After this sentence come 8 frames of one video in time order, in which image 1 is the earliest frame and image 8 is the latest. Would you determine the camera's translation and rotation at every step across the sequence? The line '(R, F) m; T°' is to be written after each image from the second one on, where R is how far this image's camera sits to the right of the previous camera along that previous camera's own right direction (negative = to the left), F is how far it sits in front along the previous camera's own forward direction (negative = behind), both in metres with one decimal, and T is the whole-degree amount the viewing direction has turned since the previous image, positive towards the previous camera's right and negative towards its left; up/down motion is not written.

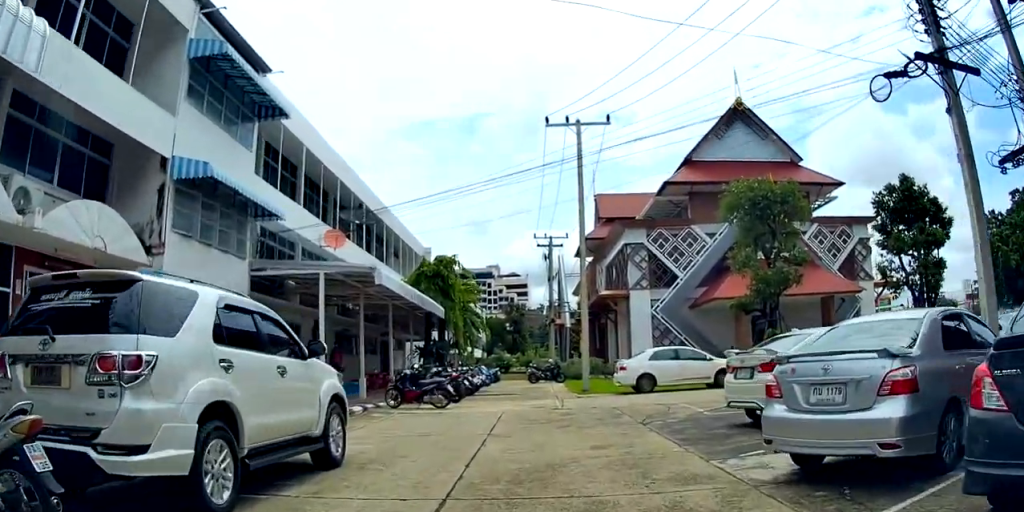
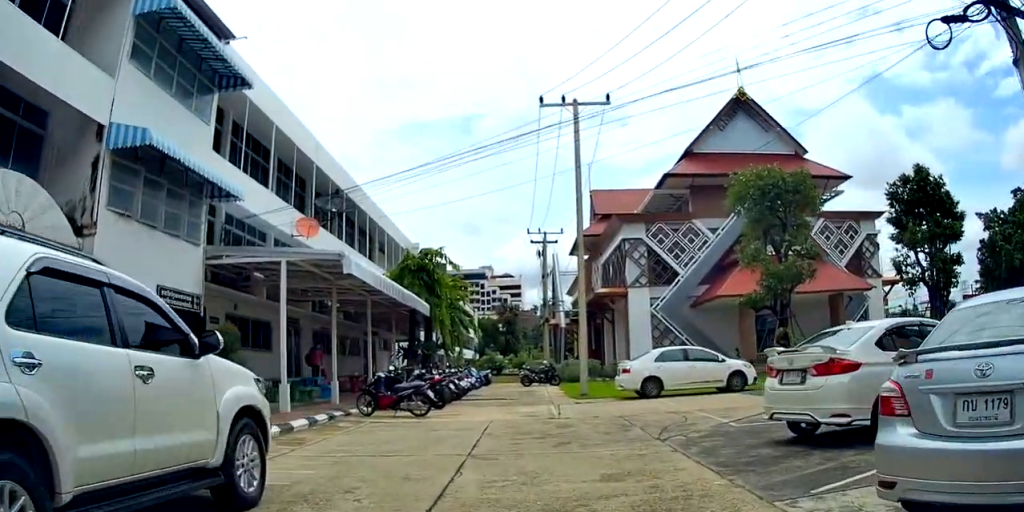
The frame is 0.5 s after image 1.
(-0.2, +1.8) m; -2°
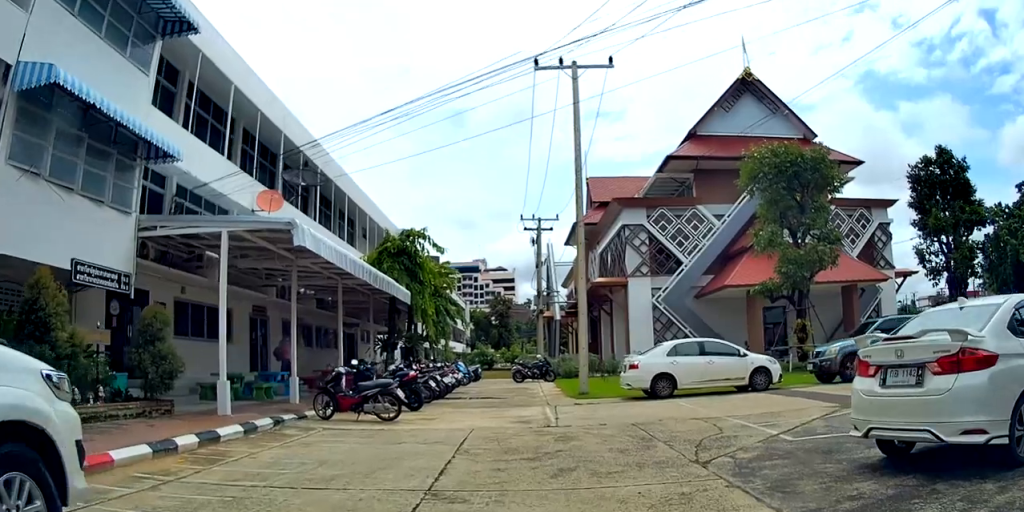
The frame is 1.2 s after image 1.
(-0.1, +2.3) m; -1°
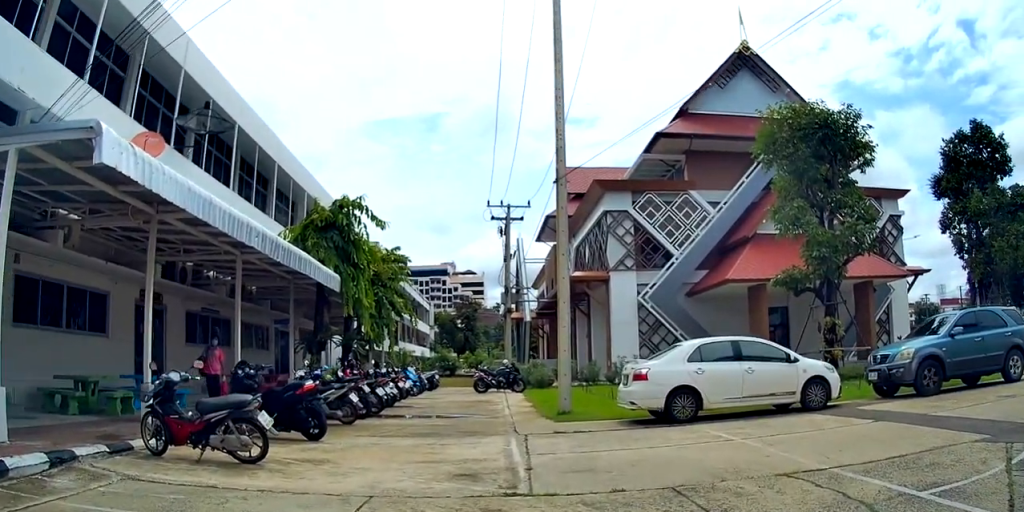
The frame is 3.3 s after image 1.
(+0.4, +4.8) m; +13°
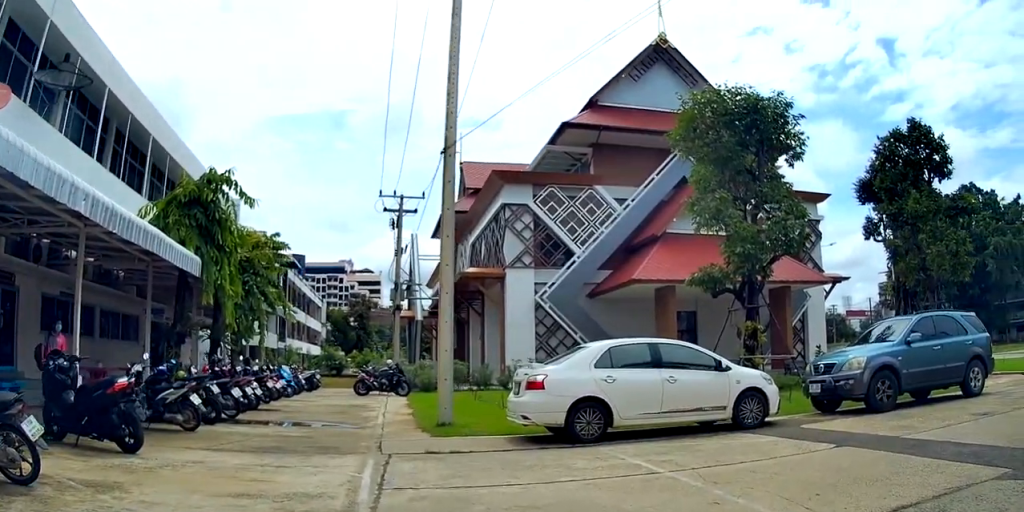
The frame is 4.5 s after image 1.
(+0.2, +2.0) m; +13°
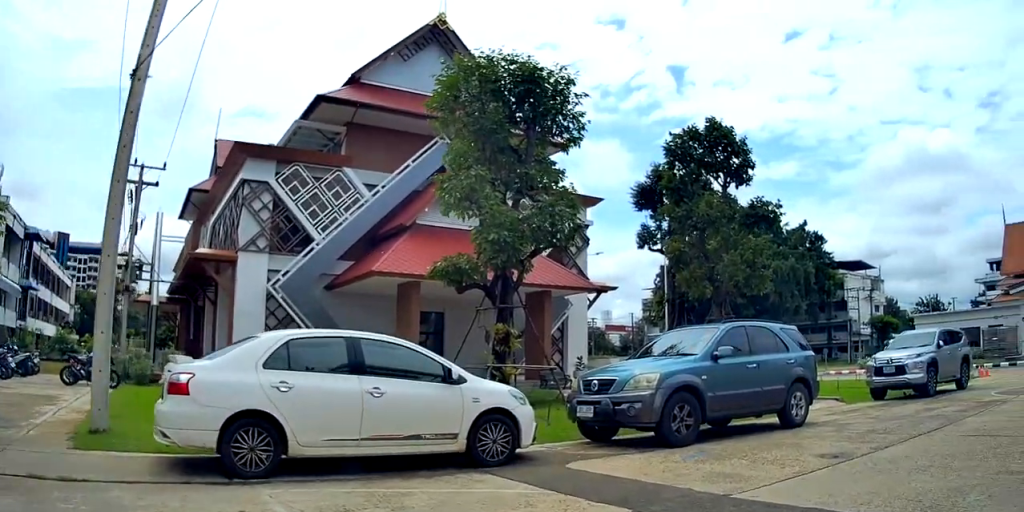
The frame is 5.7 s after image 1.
(+0.3, +2.3) m; +16°
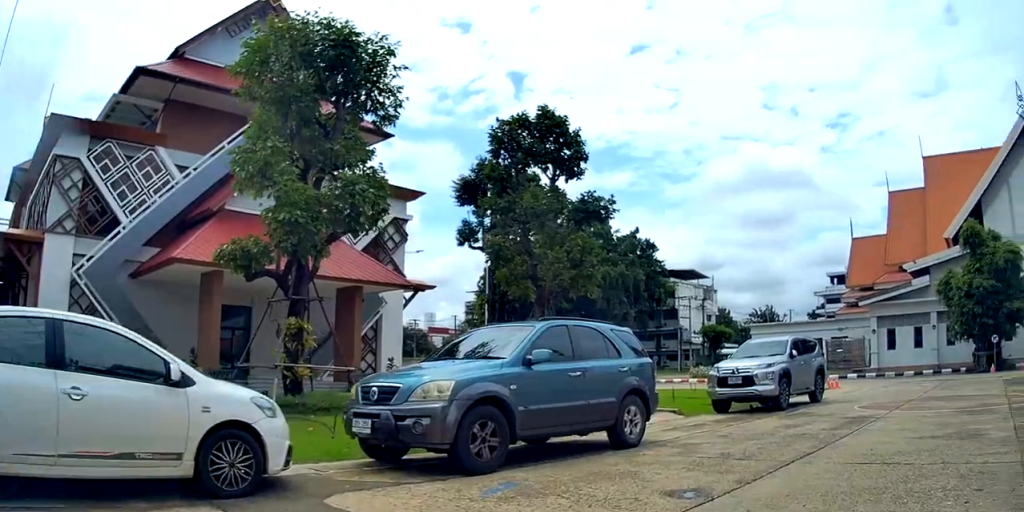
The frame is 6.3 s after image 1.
(+0.1, +1.3) m; +12°
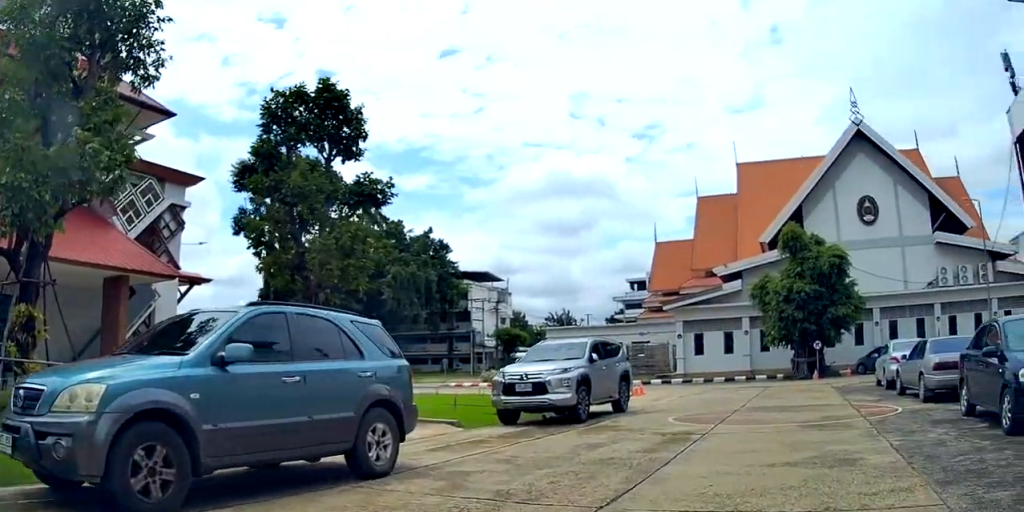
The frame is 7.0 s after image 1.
(0.0, +1.7) m; +17°
